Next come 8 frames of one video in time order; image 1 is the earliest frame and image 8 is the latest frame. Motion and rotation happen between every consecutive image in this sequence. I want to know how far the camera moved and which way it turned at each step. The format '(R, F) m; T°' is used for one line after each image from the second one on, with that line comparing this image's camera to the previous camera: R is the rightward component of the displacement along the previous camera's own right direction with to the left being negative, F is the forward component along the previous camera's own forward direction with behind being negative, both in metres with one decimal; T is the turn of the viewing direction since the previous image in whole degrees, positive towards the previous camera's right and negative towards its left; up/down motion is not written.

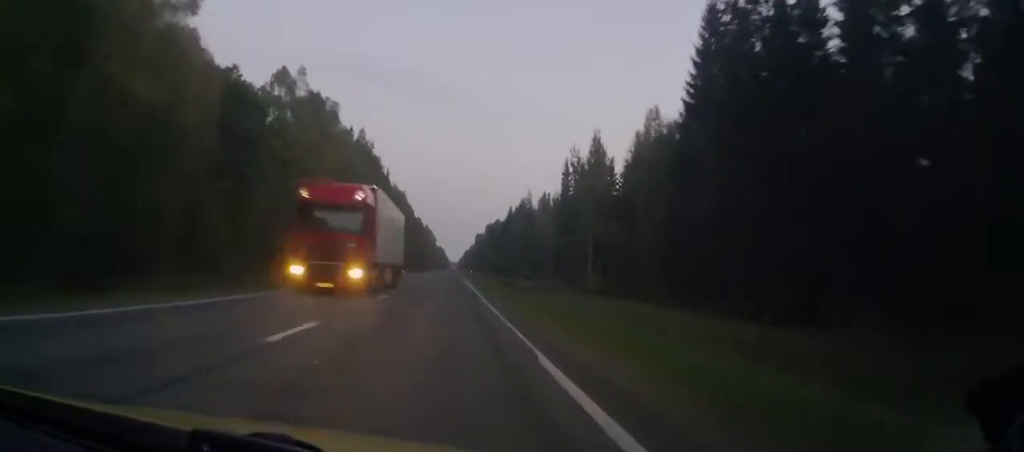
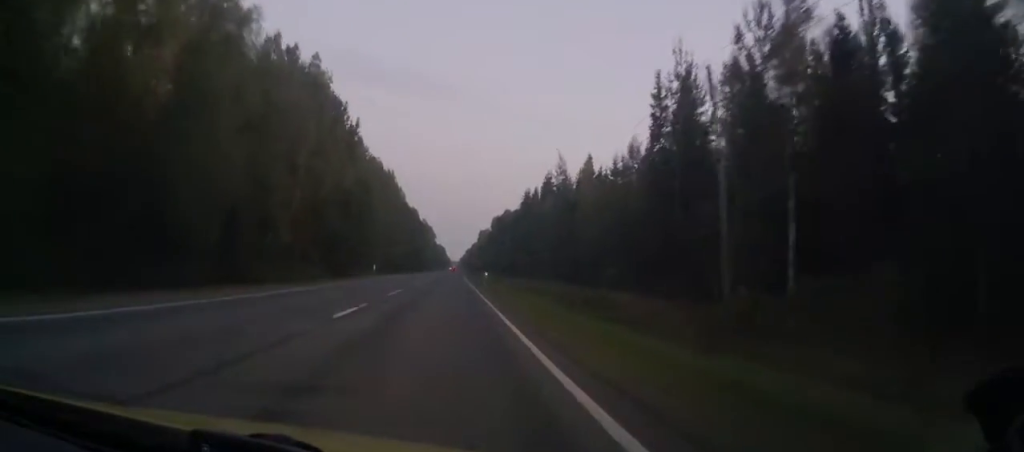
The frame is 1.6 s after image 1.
(-0.3, +43.3) m; -1°
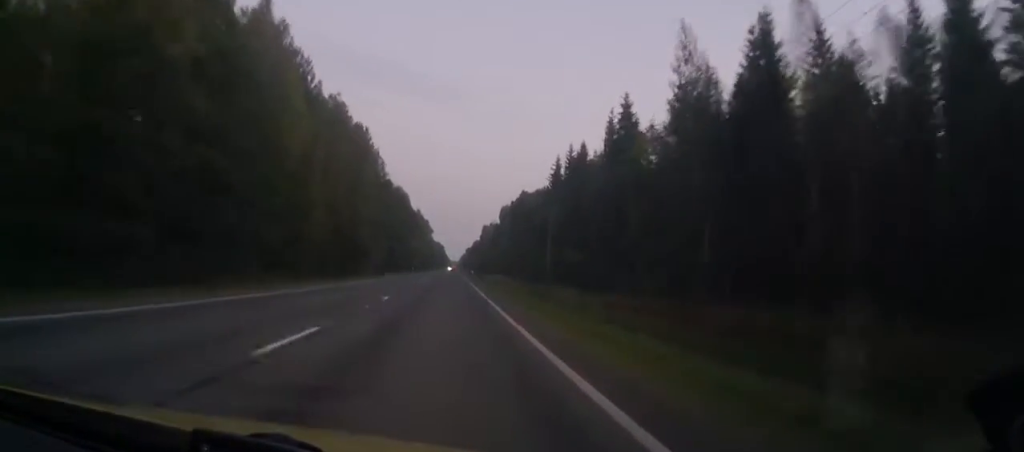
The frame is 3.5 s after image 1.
(+0.2, +53.6) m; -1°
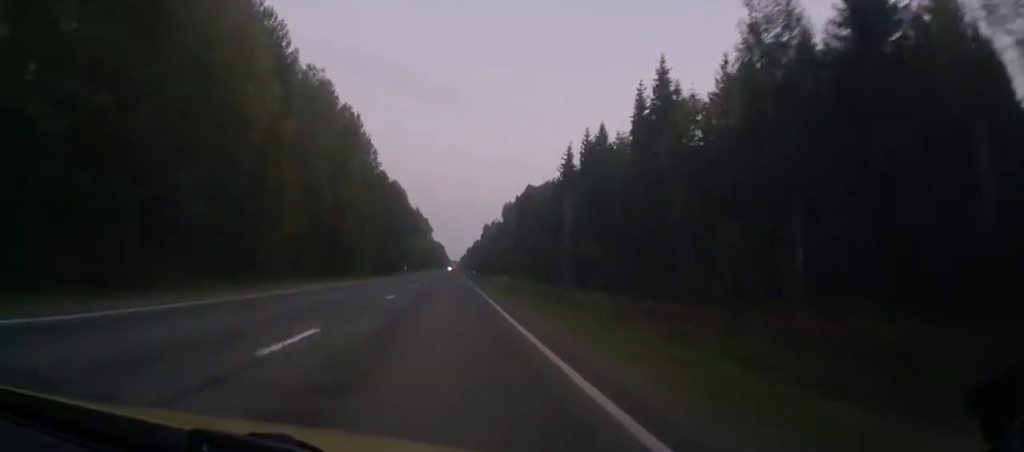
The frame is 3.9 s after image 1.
(+0.2, +12.1) m; -1°
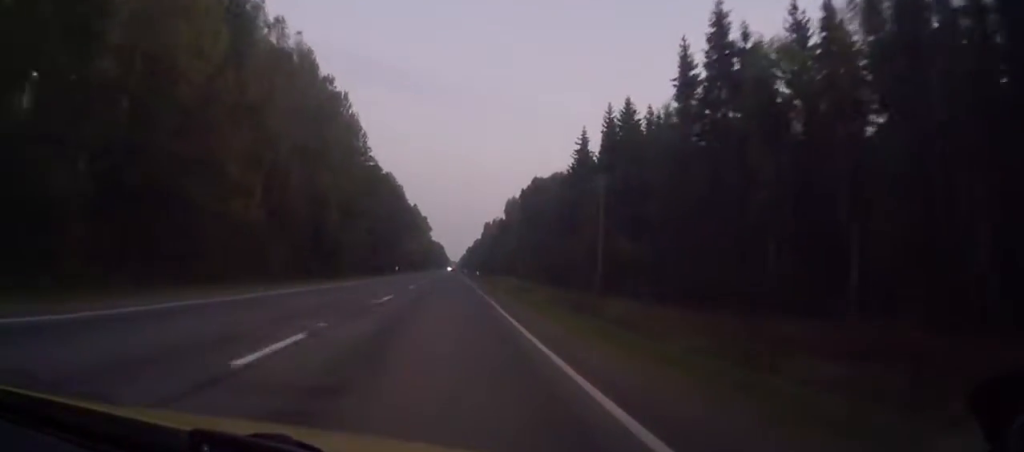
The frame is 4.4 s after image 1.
(-0.6, +12.9) m; +1°
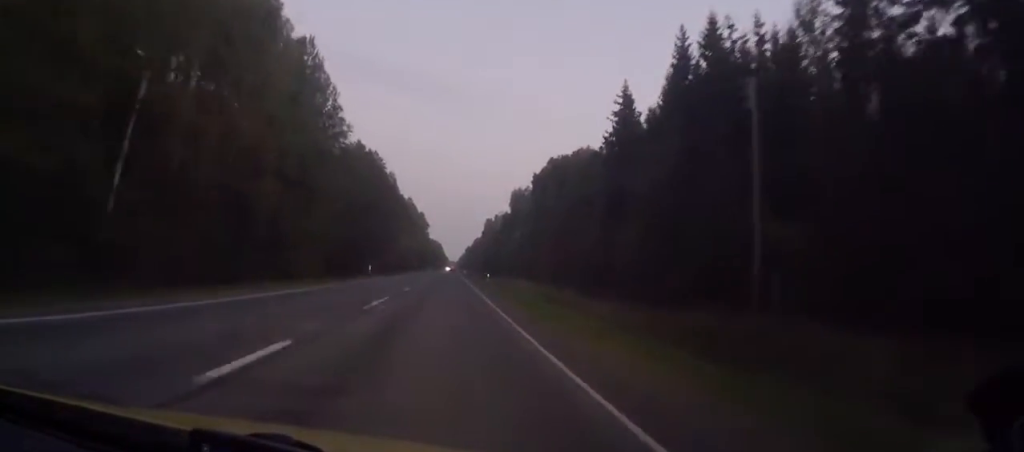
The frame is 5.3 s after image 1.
(+0.2, +24.7) m; +2°
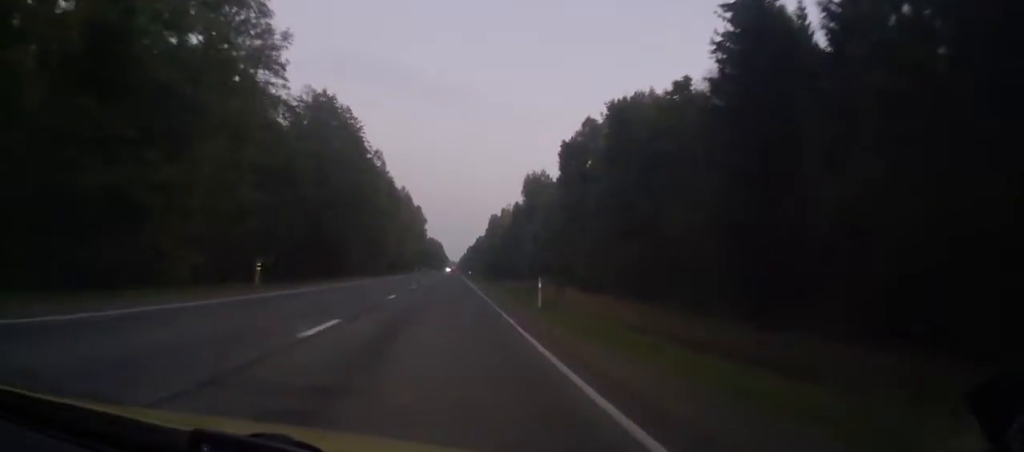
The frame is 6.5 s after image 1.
(+0.9, +31.7) m; +1°
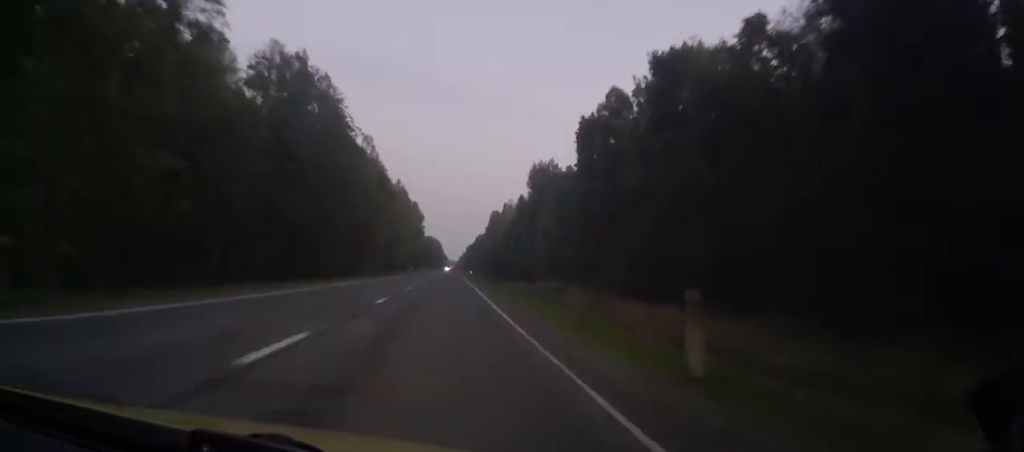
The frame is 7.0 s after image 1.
(-0.3, +14.5) m; -1°
